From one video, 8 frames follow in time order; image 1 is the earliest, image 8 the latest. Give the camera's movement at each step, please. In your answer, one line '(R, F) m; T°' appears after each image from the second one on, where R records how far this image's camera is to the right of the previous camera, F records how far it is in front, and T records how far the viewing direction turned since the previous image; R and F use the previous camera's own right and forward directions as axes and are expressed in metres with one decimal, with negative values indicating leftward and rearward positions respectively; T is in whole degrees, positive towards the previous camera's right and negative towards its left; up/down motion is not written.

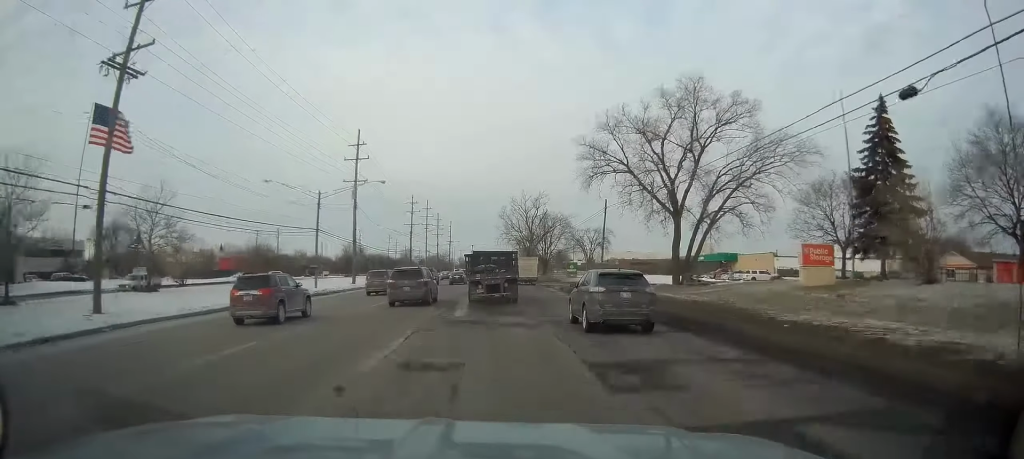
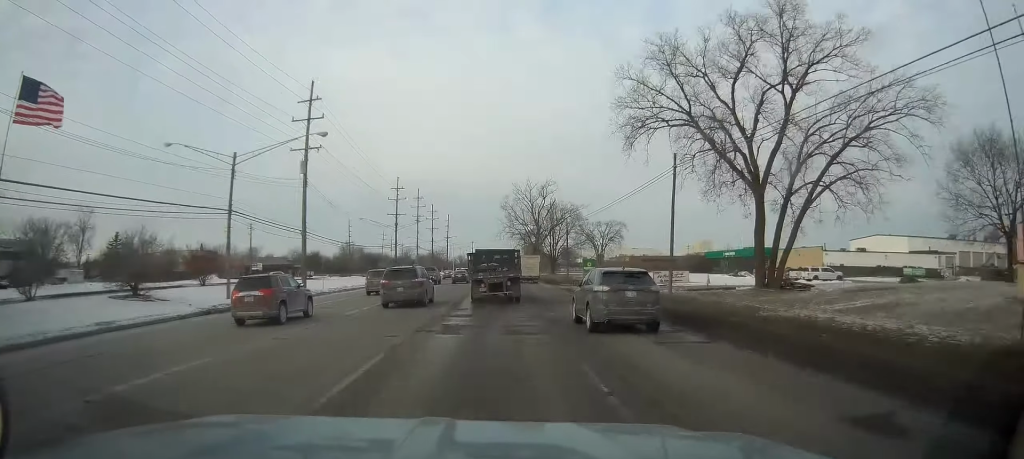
(-0.3, +18.3) m; 0°
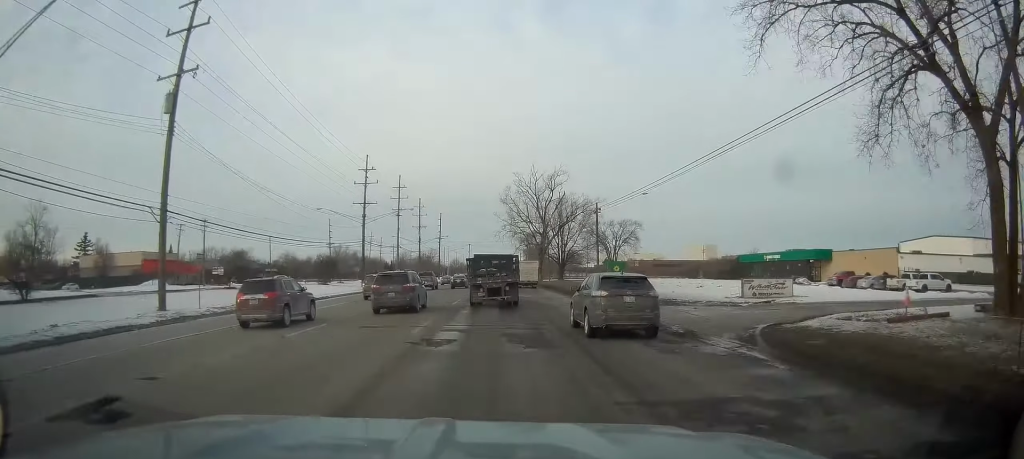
(+0.3, +22.3) m; +1°
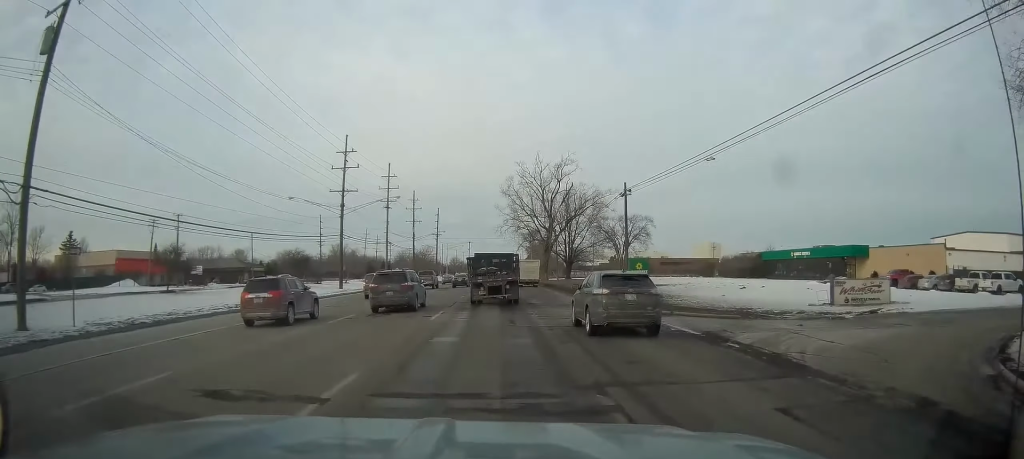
(+0.3, +10.8) m; 0°
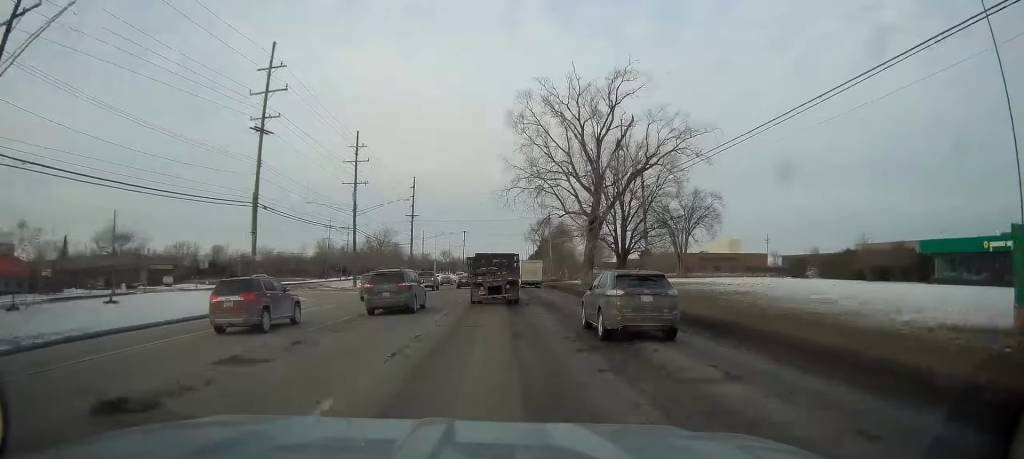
(-1.5, +49.6) m; -1°
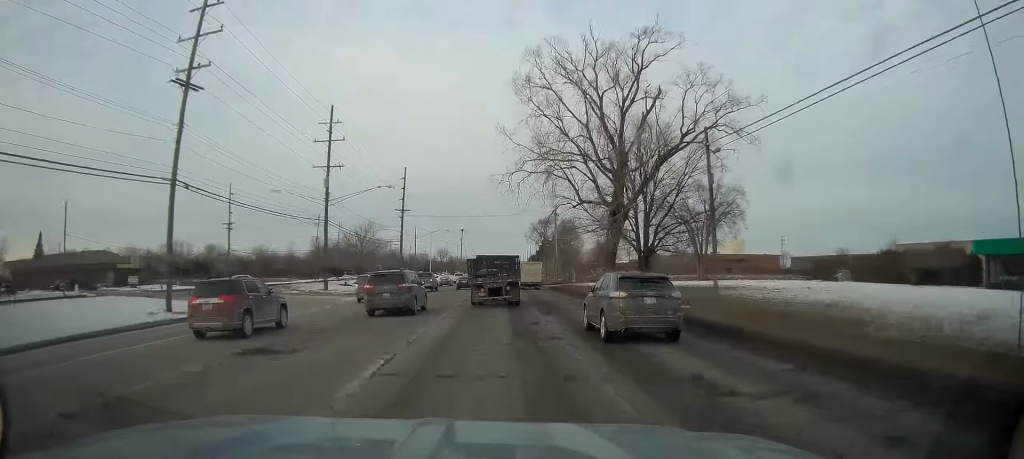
(-0.1, +11.7) m; +1°
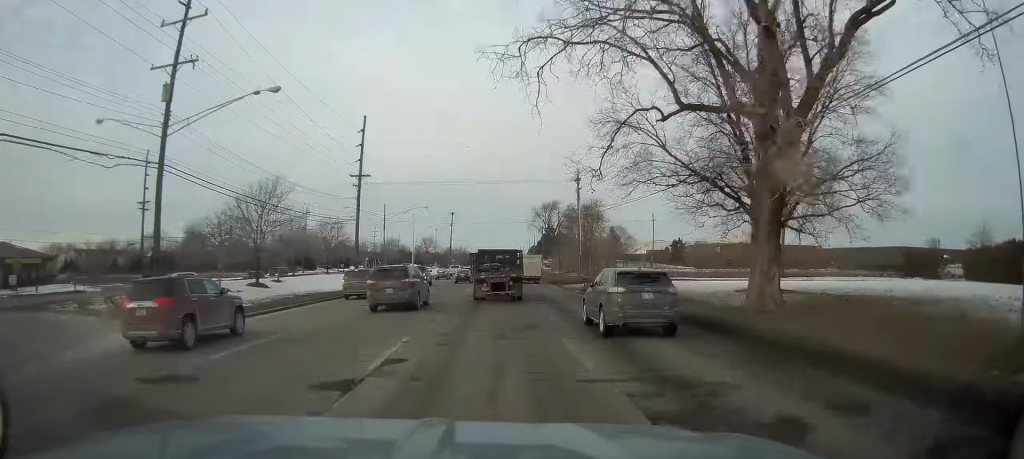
(+0.6, +32.0) m; +1°
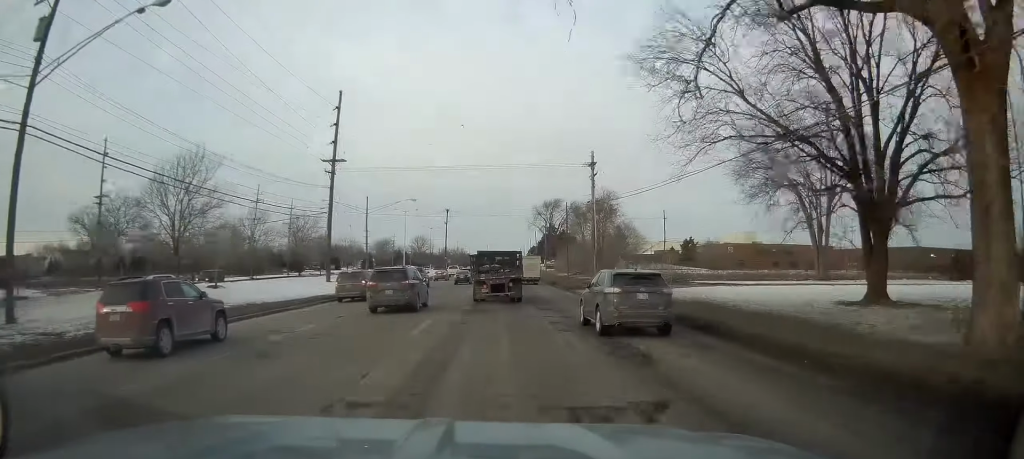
(-0.1, +12.2) m; -1°
